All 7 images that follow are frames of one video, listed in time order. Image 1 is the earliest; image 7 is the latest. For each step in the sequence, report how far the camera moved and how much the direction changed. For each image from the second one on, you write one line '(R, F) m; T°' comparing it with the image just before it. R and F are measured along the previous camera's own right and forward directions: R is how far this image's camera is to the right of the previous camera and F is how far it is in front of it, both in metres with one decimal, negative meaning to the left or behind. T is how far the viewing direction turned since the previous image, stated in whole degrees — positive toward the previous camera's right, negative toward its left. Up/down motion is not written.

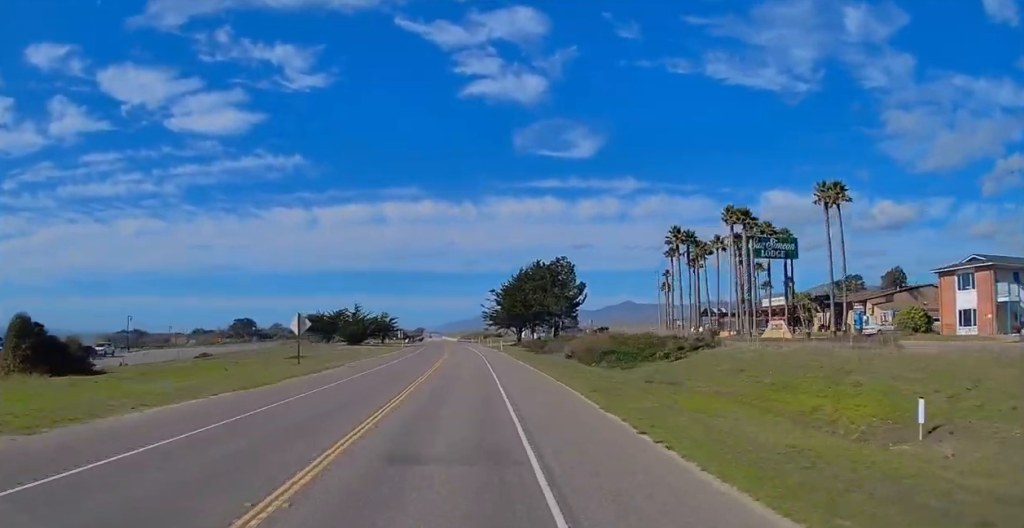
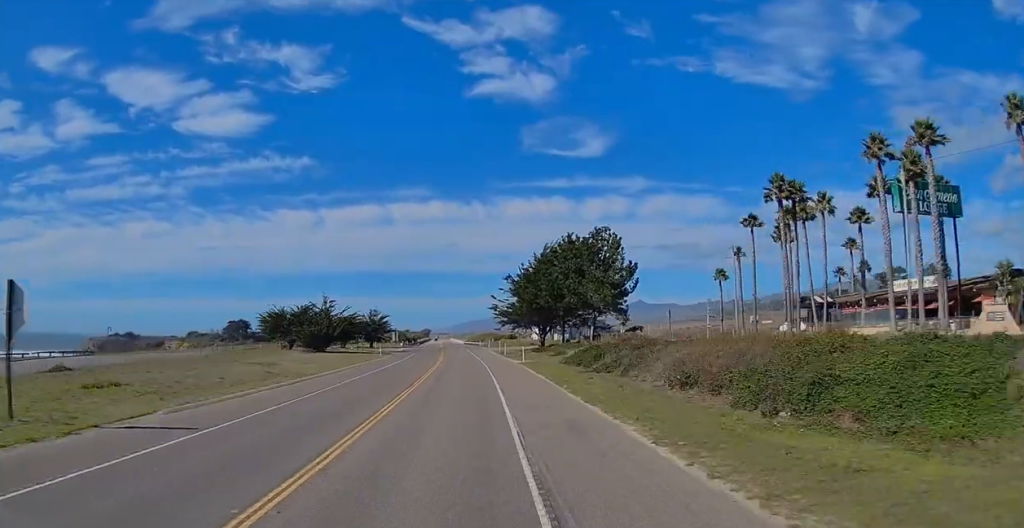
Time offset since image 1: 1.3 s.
(0.0, +30.4) m; -1°
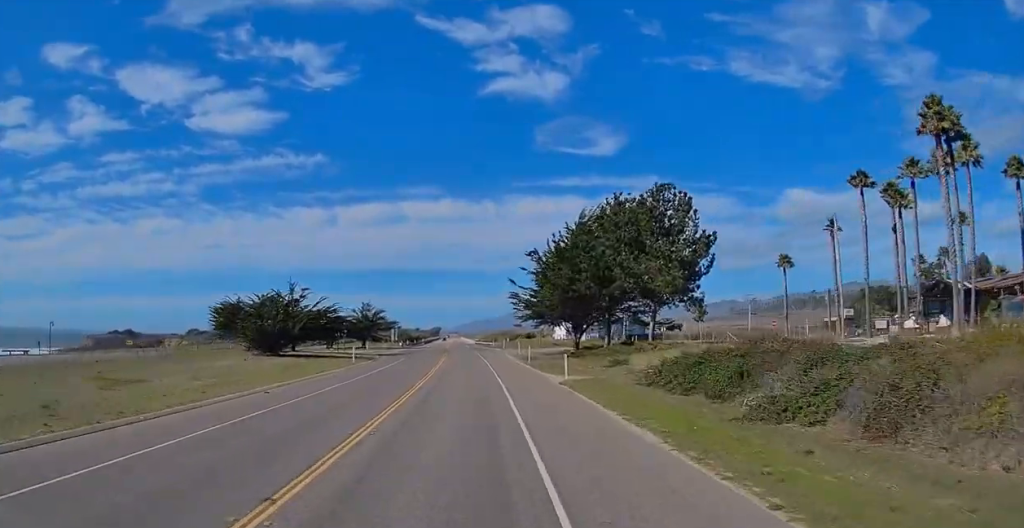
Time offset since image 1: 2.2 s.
(0.0, +20.8) m; -1°
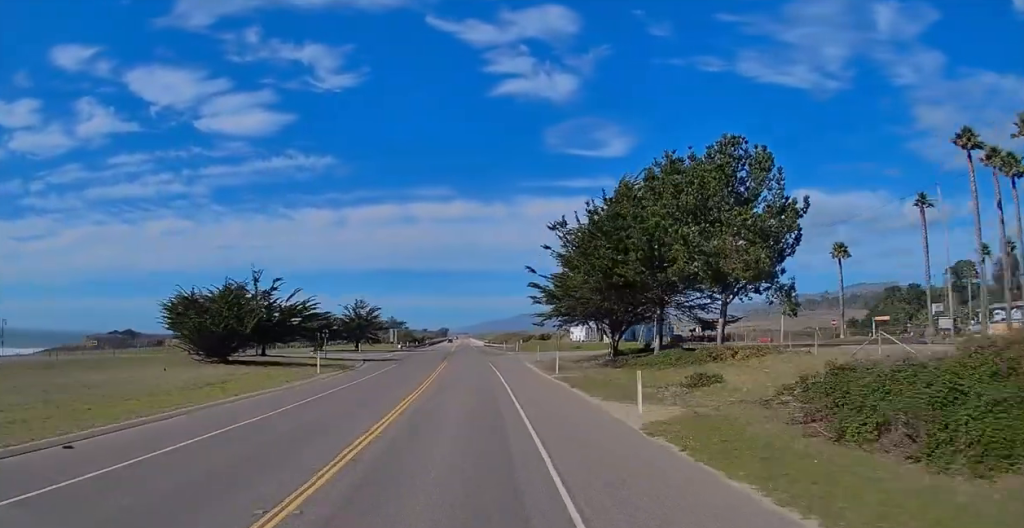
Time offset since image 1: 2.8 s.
(-0.2, +13.3) m; -1°
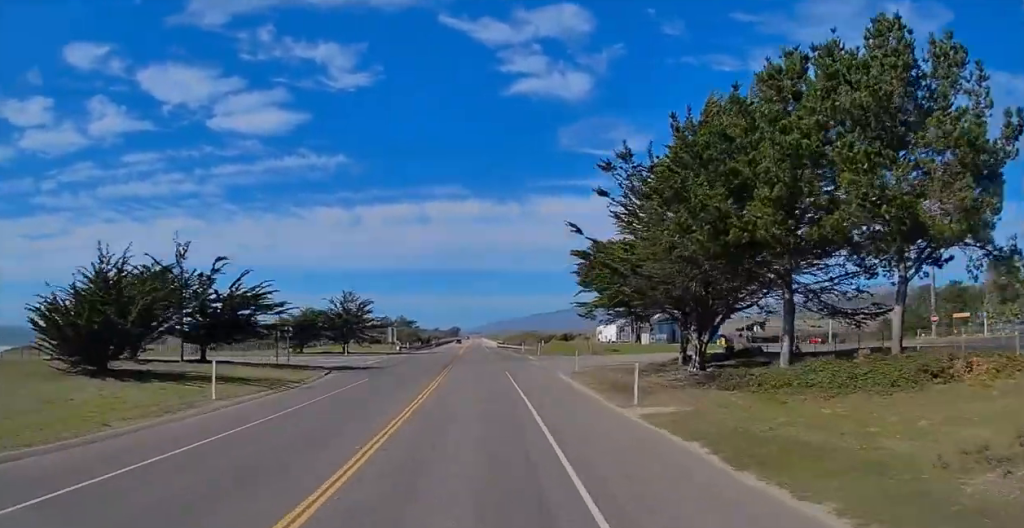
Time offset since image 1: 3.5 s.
(-0.2, +17.1) m; -1°
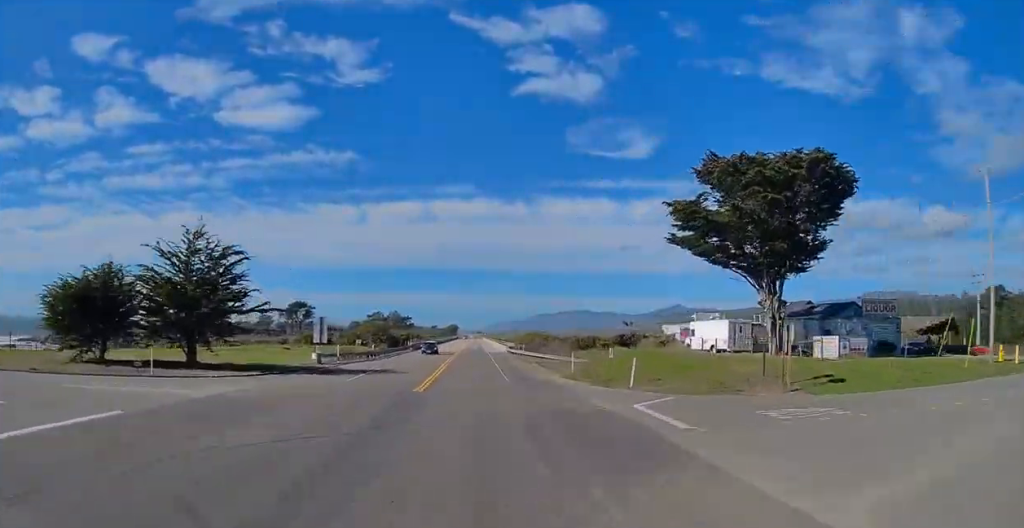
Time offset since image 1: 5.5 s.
(-0.3, +47.1) m; 0°
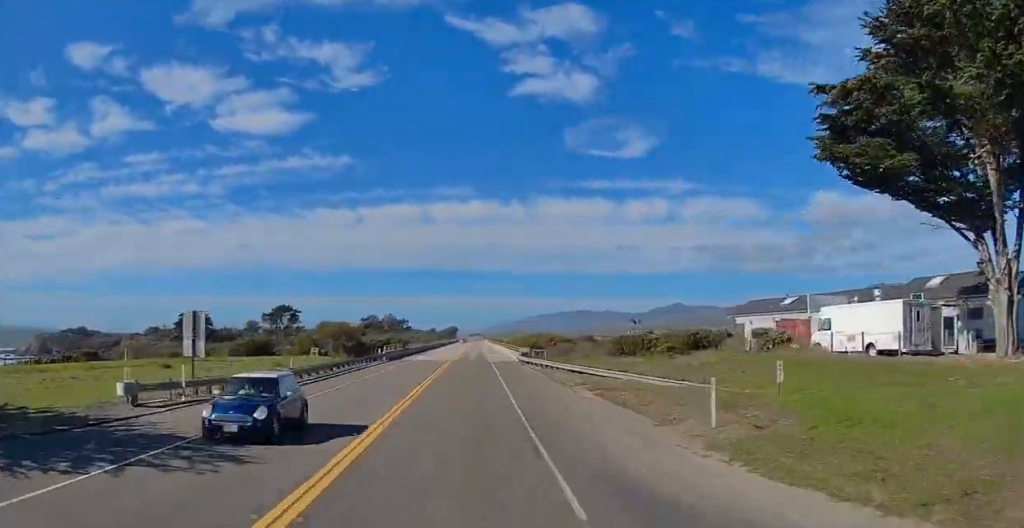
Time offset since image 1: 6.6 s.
(0.0, +25.6) m; 0°
